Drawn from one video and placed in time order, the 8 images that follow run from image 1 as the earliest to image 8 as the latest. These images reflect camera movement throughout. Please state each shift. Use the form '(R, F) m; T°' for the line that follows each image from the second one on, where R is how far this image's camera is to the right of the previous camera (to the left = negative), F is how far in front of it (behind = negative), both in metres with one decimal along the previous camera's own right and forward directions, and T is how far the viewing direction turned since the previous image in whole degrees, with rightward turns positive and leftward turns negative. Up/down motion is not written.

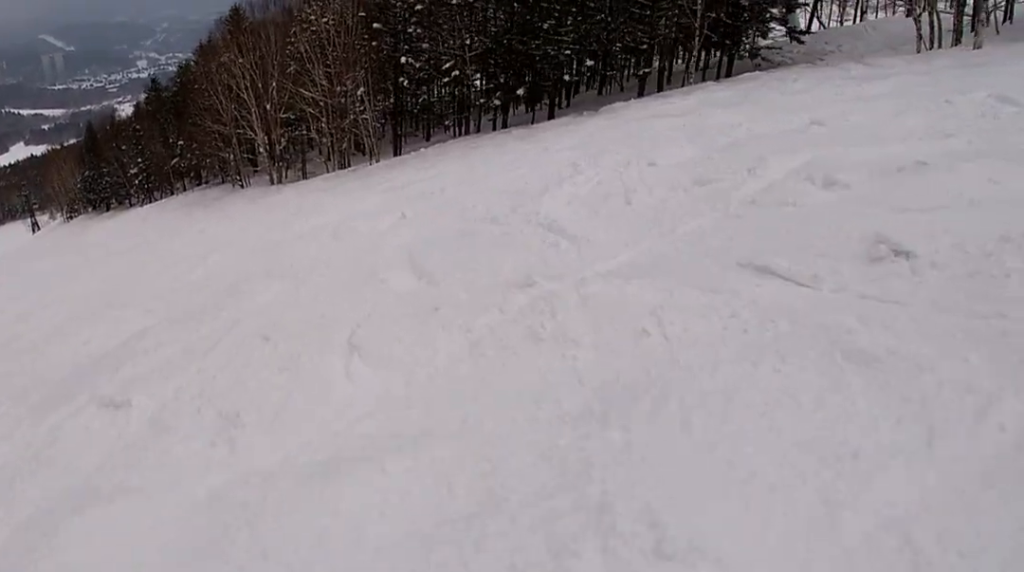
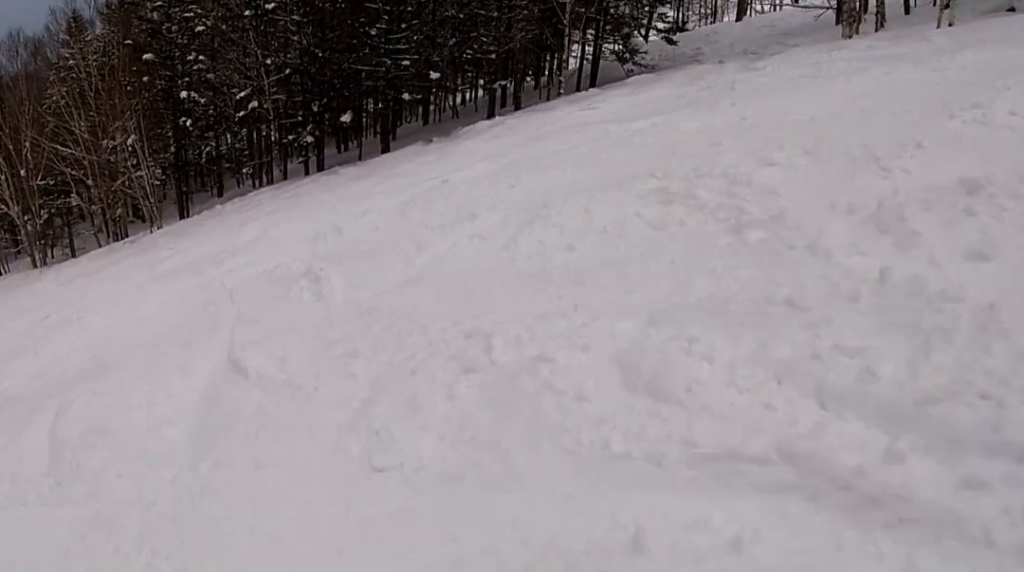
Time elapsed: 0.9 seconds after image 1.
(+0.9, +6.6) m; +7°
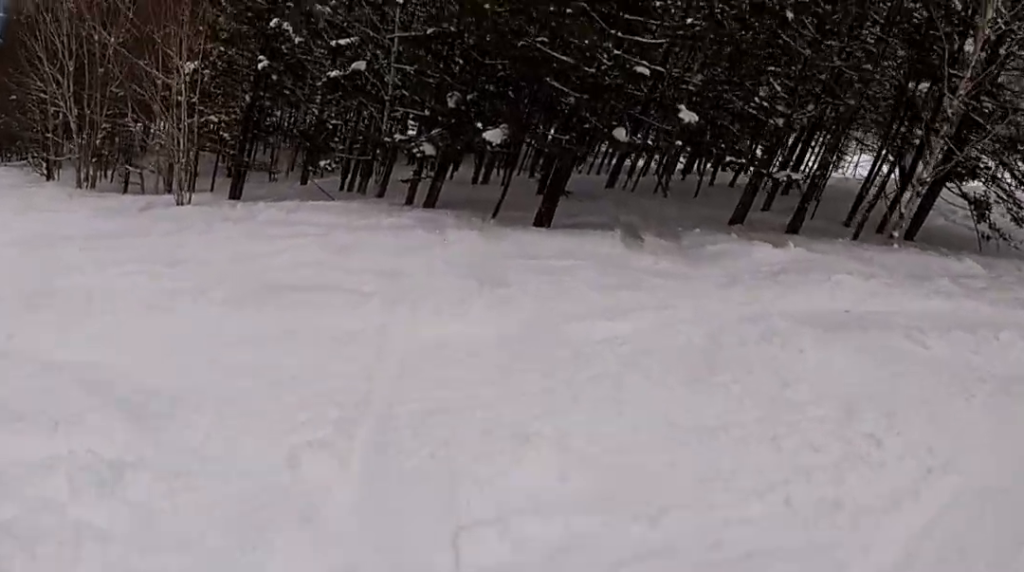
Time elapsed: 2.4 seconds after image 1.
(-1.0, +10.7) m; -25°
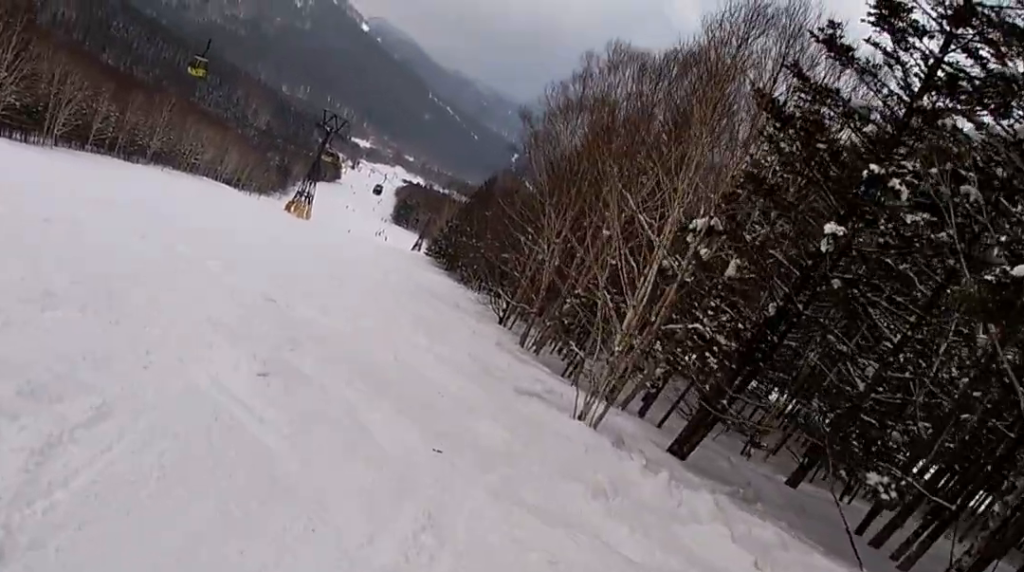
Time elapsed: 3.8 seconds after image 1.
(-3.7, +7.9) m; -51°
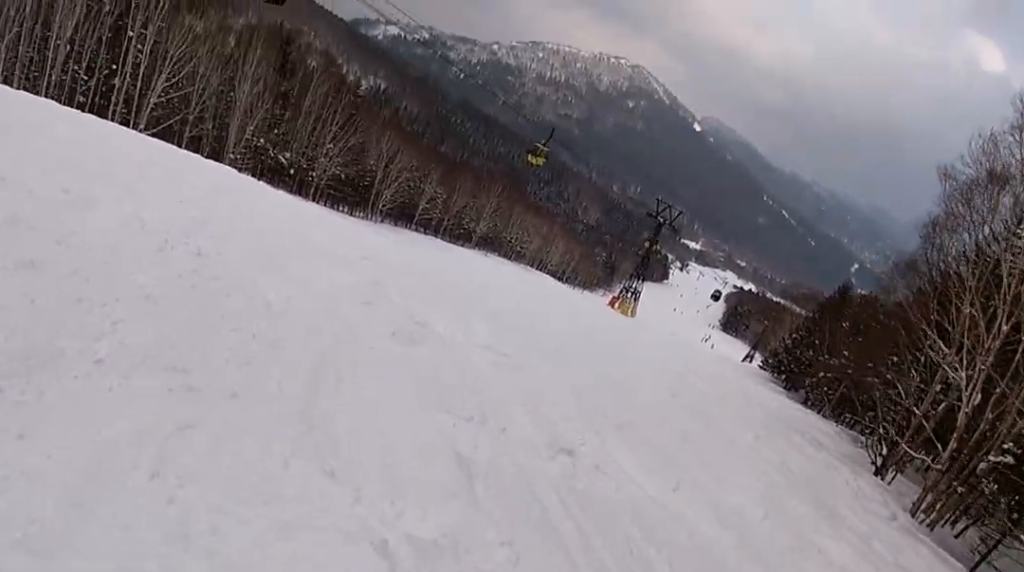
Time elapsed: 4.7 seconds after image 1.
(-1.2, +5.4) m; -23°
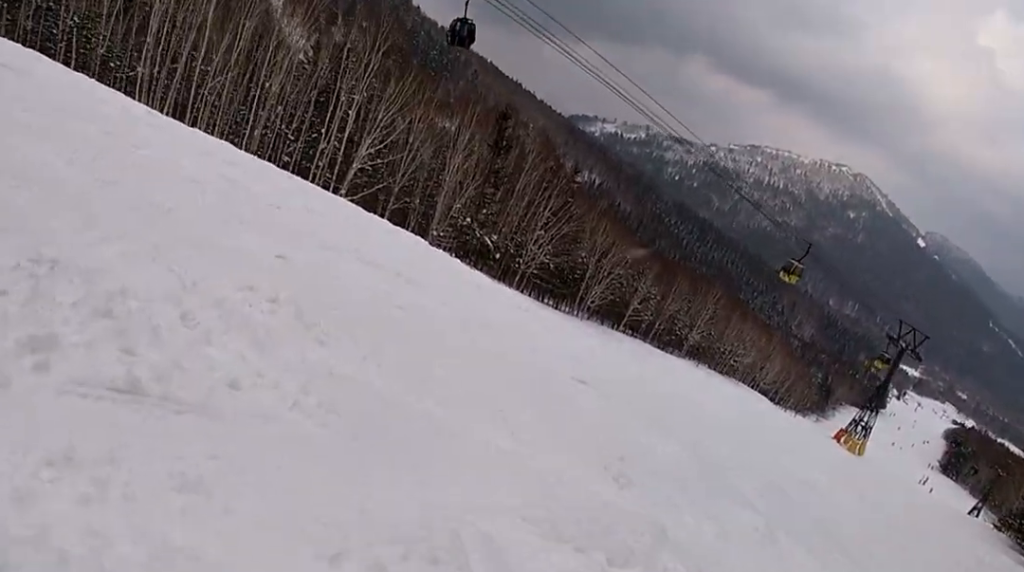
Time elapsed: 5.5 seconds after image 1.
(-0.8, +4.0) m; -18°
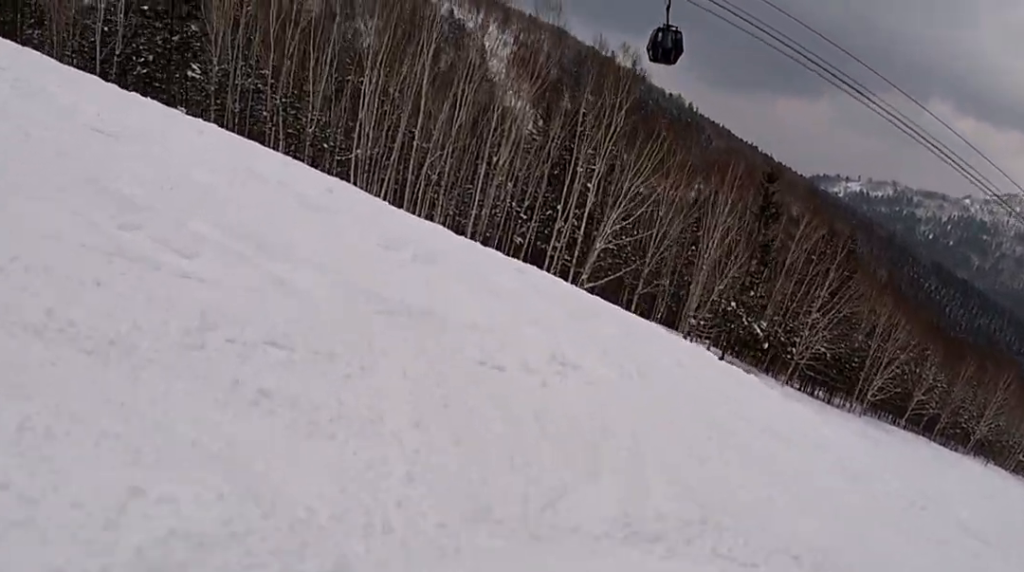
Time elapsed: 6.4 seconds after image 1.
(-1.0, +4.8) m; -19°
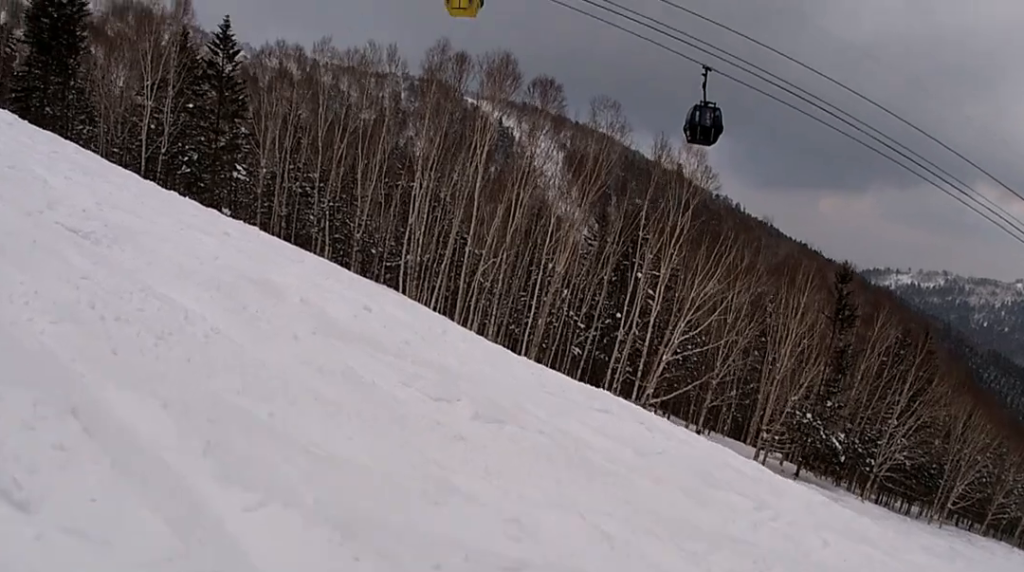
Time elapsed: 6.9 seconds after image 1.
(0.0, +2.3) m; -7°
